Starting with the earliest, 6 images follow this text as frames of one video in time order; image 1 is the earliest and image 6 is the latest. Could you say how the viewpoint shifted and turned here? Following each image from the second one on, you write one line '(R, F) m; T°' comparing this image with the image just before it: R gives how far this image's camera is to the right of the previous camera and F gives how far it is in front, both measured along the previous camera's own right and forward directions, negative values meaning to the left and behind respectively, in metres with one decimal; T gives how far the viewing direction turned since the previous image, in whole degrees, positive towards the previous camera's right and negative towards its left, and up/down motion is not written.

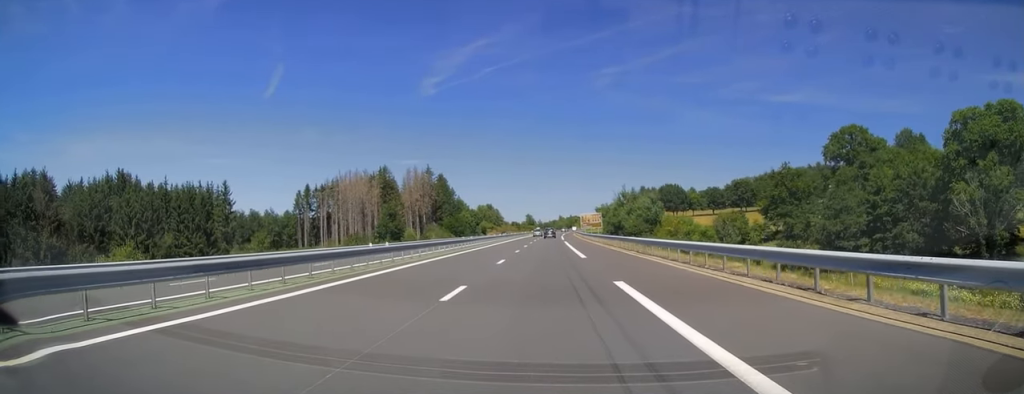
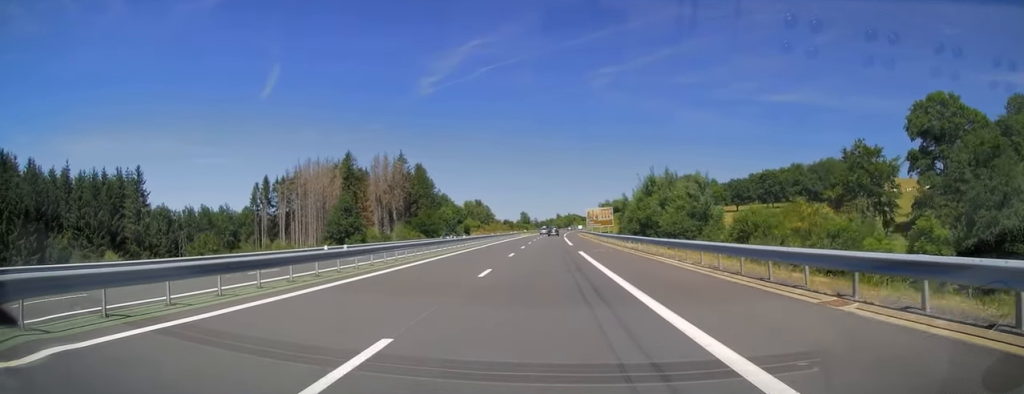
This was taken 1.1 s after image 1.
(+0.2, +33.5) m; +1°
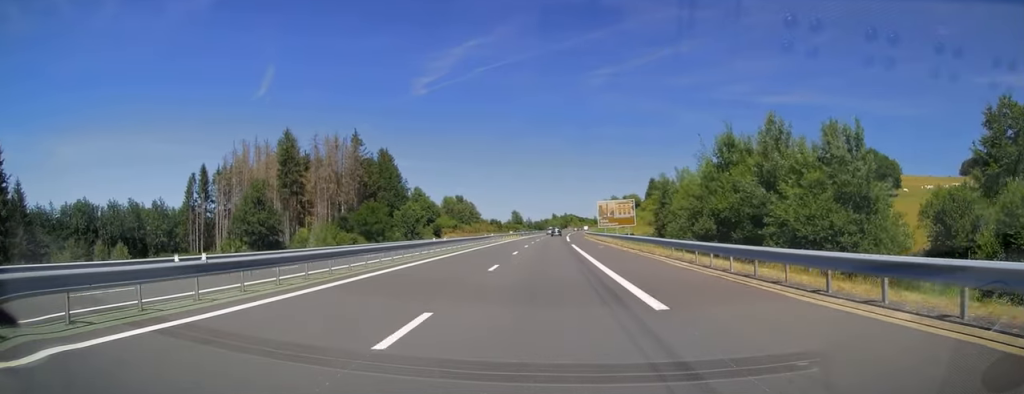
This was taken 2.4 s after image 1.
(+0.4, +36.9) m; +1°
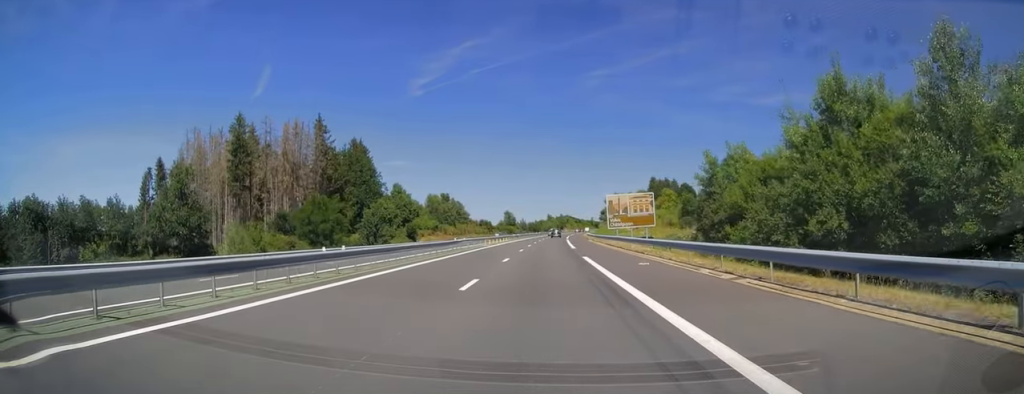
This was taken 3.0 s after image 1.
(-0.1, +19.2) m; 0°
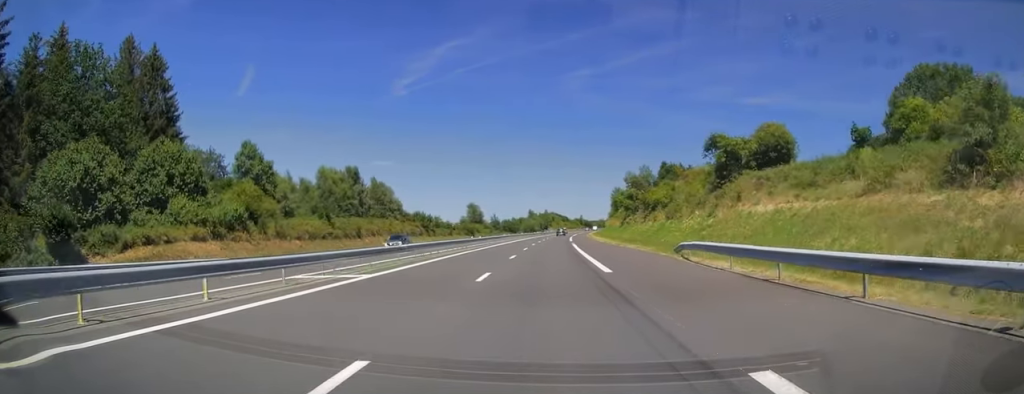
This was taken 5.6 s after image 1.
(+0.6, +76.4) m; +2°
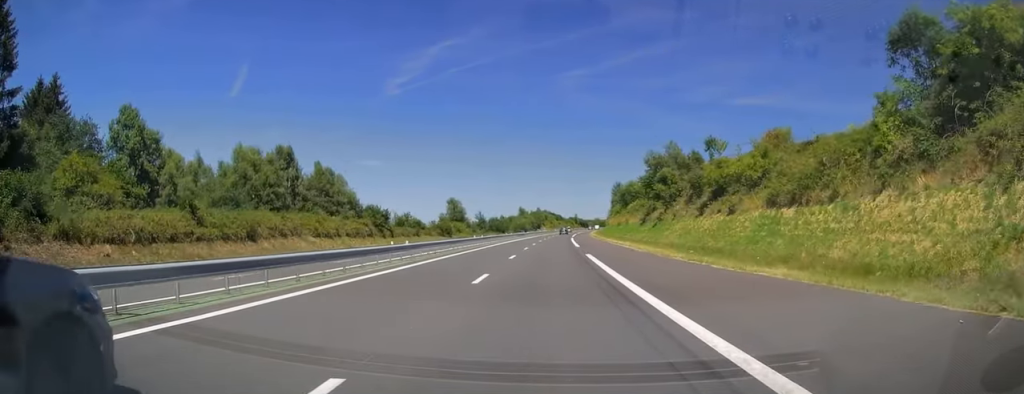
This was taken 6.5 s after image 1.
(+0.1, +27.1) m; +1°
